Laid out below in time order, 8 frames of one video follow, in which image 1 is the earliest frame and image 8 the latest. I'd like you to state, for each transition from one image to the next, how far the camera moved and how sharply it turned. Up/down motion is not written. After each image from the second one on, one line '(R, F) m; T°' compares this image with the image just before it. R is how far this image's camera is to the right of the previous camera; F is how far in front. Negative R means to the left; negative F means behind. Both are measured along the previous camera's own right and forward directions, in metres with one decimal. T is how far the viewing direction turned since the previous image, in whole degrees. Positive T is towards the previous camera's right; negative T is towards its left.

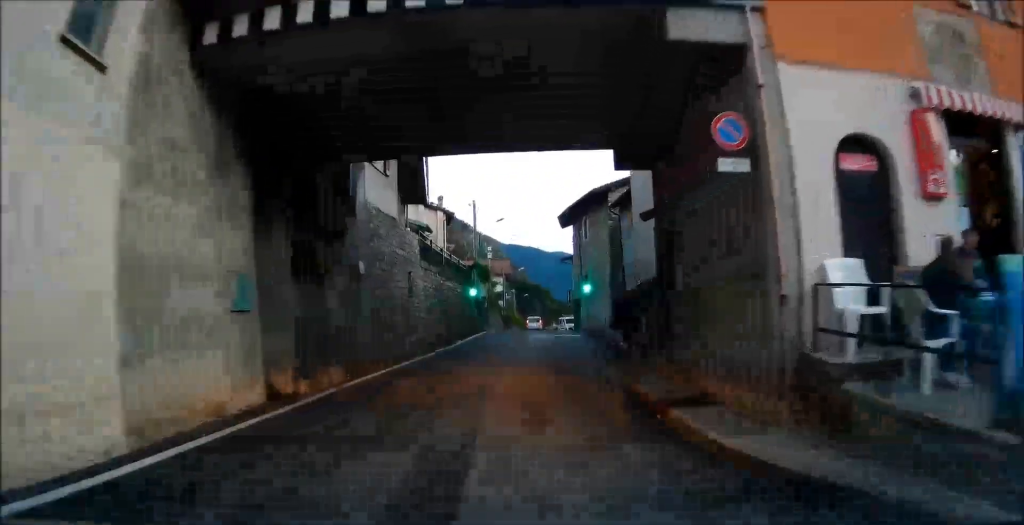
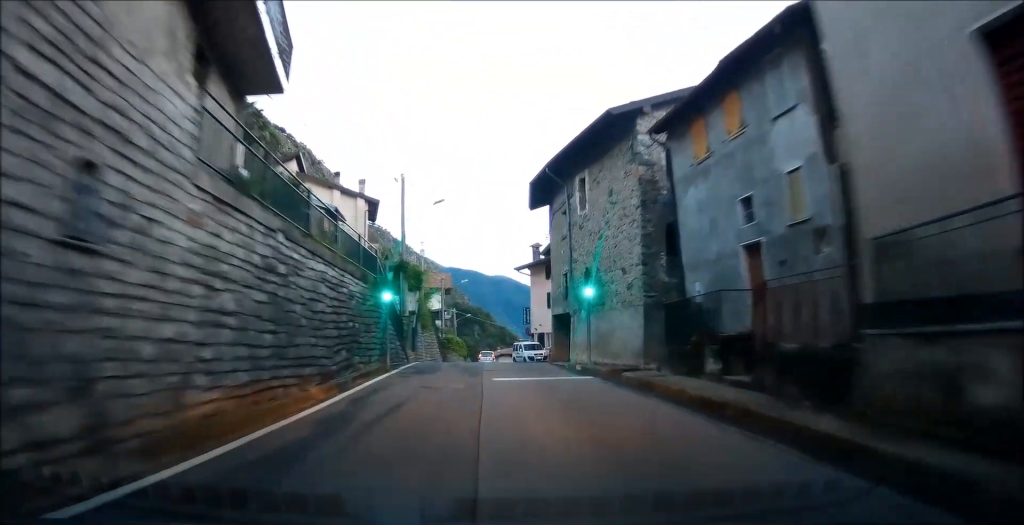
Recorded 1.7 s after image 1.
(+1.3, +17.1) m; +6°
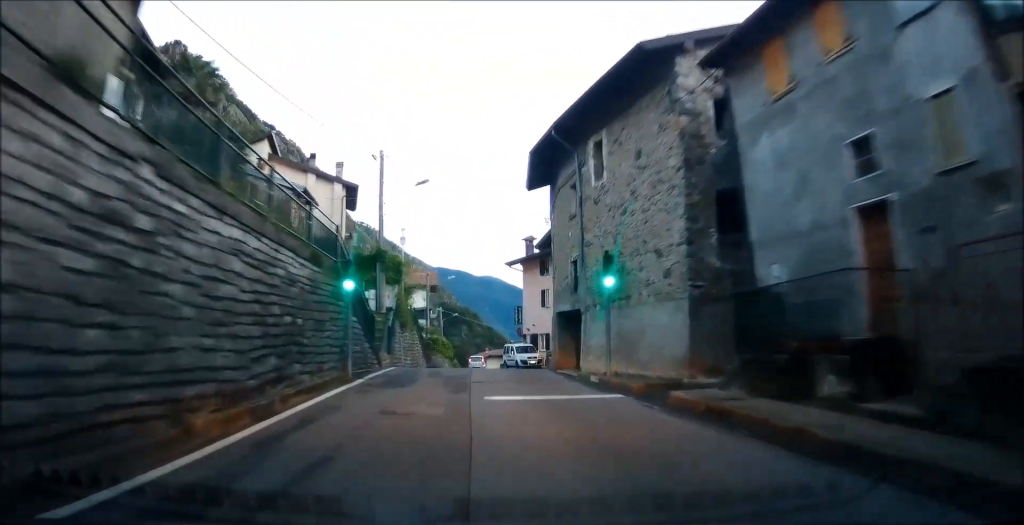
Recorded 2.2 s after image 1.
(0.0, +4.7) m; +1°
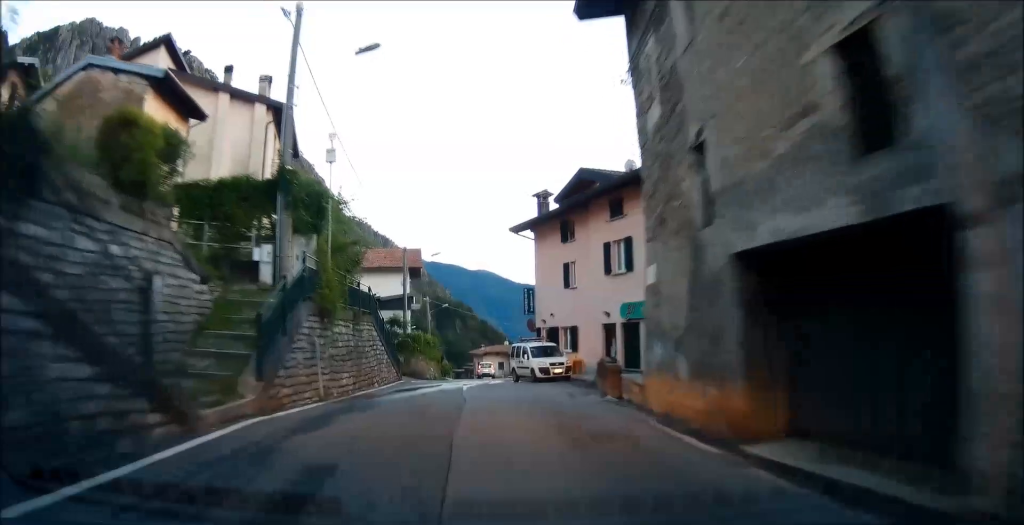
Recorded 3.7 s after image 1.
(+0.4, +14.8) m; +2°
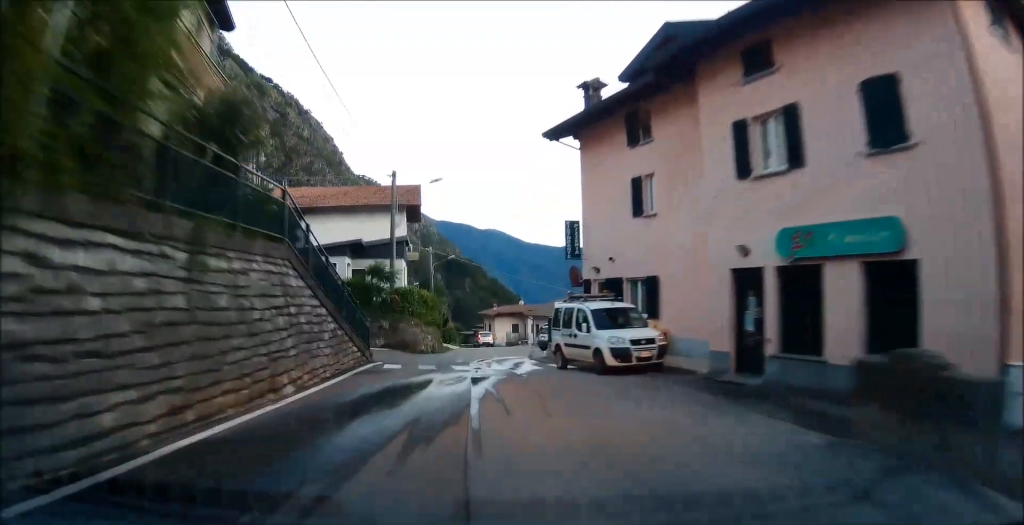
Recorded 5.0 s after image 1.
(-0.2, +12.6) m; 0°
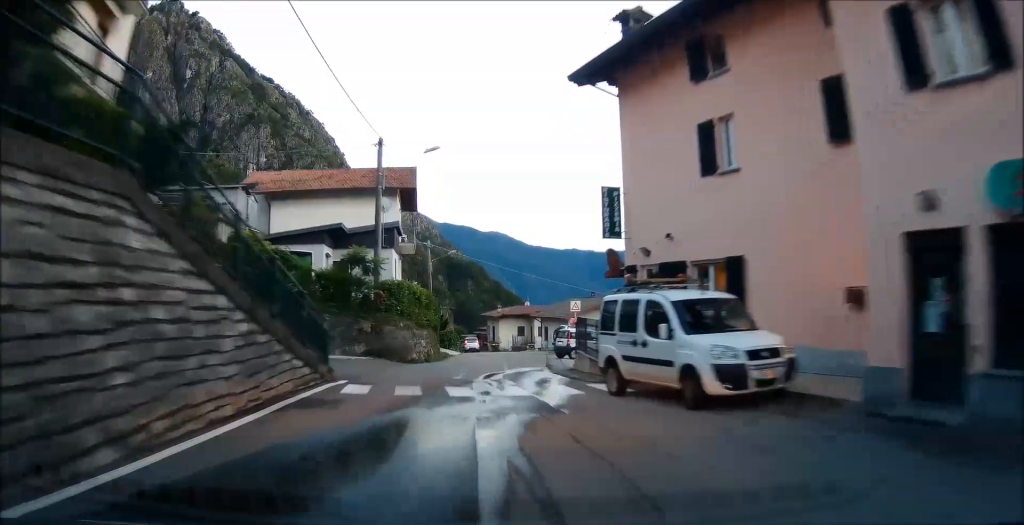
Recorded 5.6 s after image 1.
(+0.2, +6.3) m; 0°
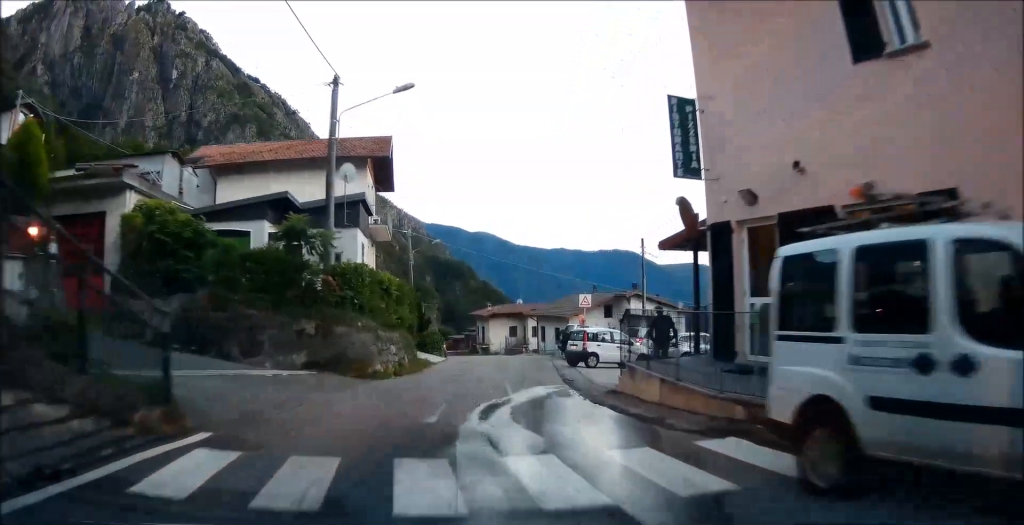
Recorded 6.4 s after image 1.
(0.0, +7.3) m; -1°
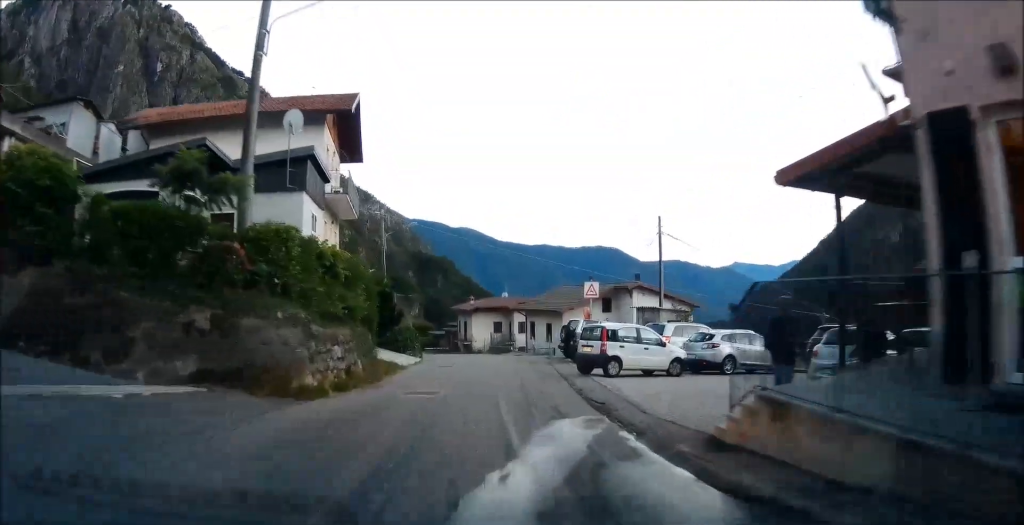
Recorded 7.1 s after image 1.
(-0.2, +6.4) m; -1°
